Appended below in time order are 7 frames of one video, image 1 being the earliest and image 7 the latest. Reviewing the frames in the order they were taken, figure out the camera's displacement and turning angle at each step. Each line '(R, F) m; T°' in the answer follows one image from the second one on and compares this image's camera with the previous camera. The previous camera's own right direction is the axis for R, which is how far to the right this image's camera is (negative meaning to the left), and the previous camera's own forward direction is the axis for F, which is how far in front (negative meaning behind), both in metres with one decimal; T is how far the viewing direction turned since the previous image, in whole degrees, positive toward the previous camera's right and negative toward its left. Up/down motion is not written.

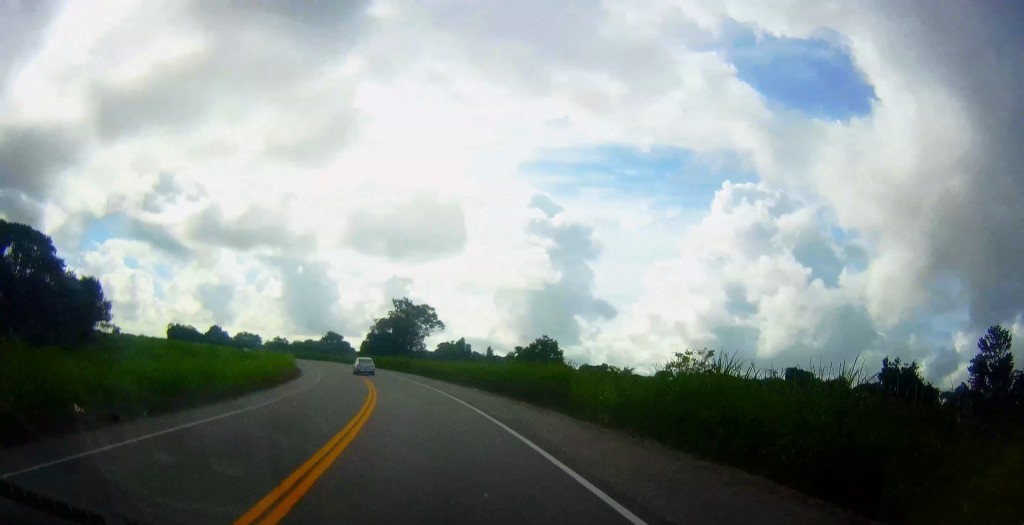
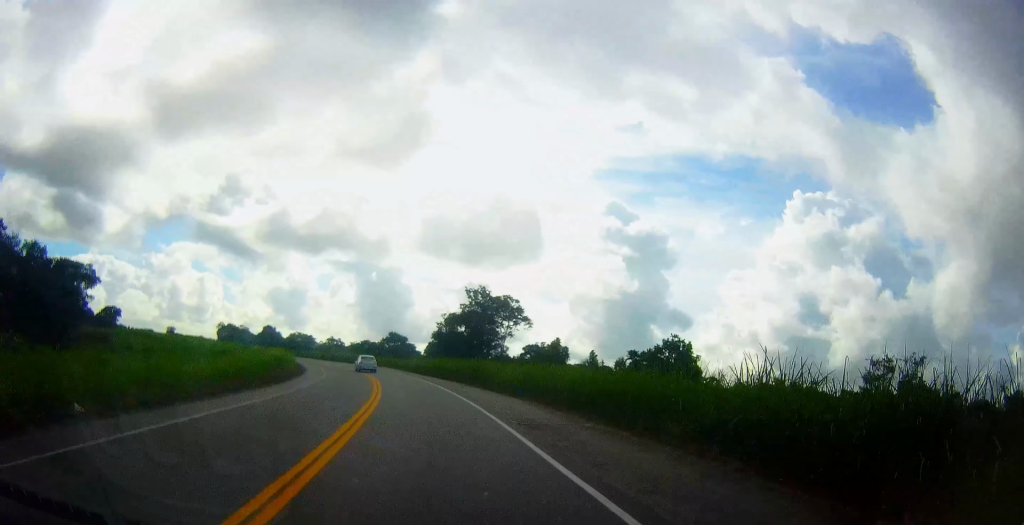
(-1.8, +29.1) m; -7°
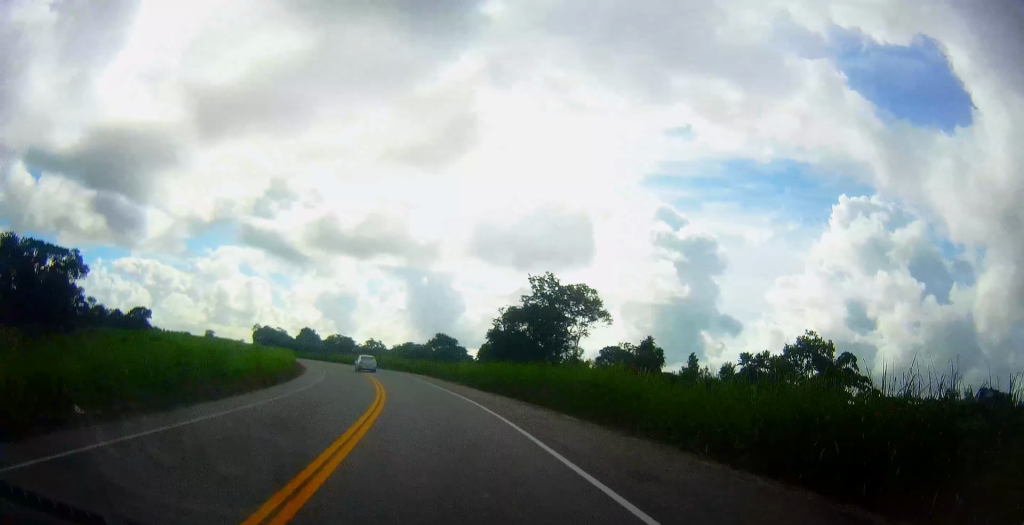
(-0.8, +20.6) m; -5°
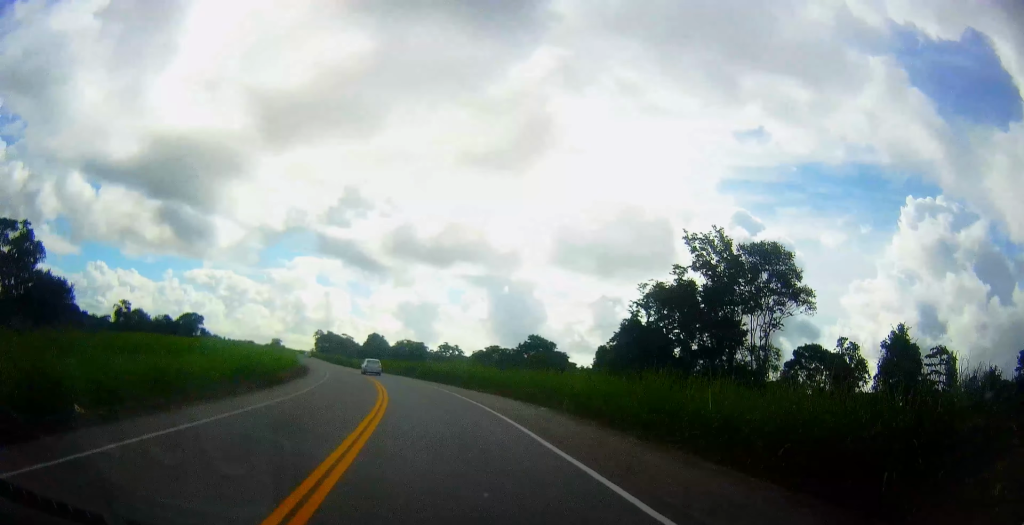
(-2.6, +32.4) m; -9°
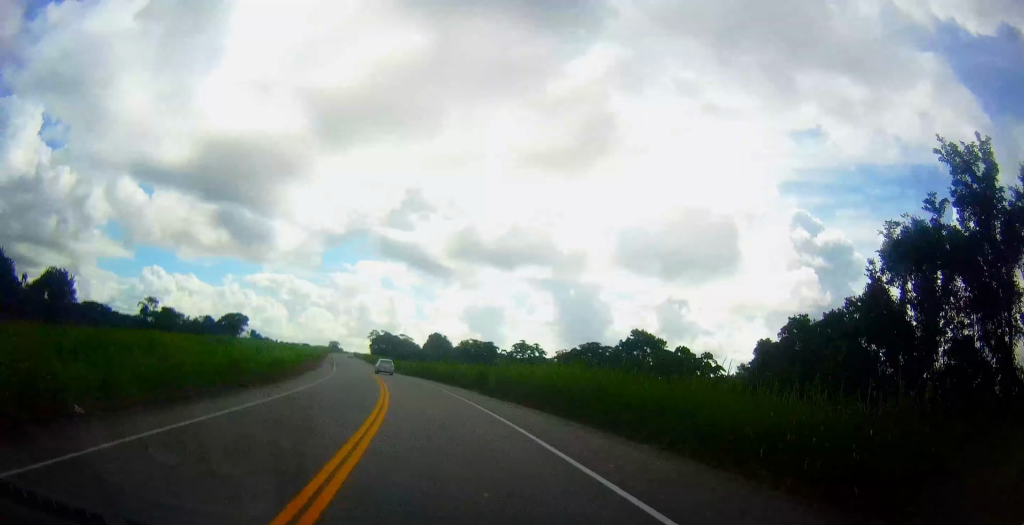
(-1.6, +27.3) m; -8°
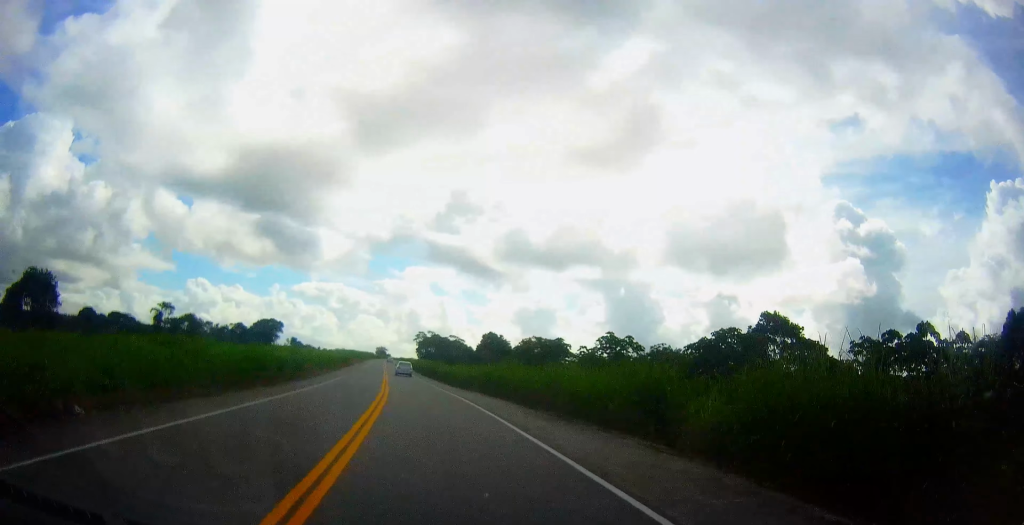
(-1.8, +25.2) m; -6°
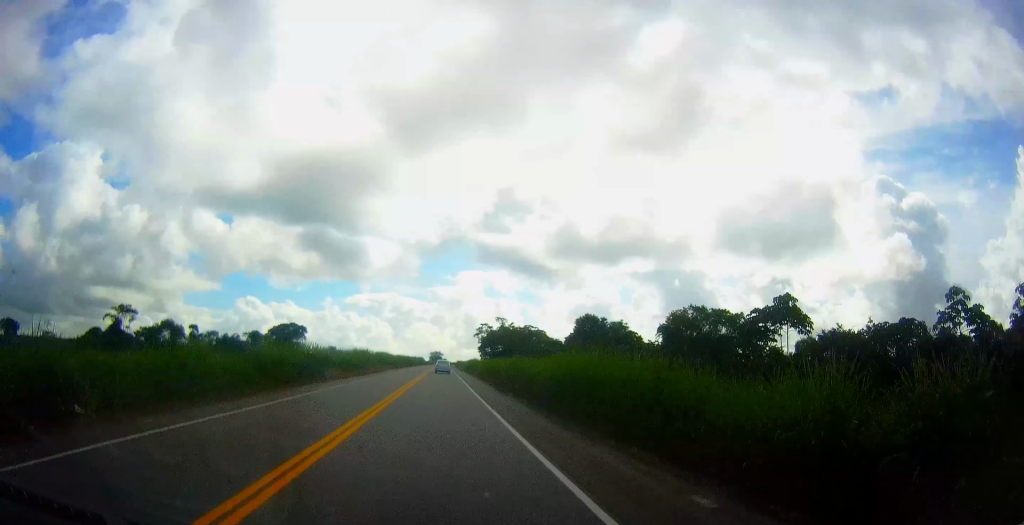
(-4.7, +57.7) m; -10°
